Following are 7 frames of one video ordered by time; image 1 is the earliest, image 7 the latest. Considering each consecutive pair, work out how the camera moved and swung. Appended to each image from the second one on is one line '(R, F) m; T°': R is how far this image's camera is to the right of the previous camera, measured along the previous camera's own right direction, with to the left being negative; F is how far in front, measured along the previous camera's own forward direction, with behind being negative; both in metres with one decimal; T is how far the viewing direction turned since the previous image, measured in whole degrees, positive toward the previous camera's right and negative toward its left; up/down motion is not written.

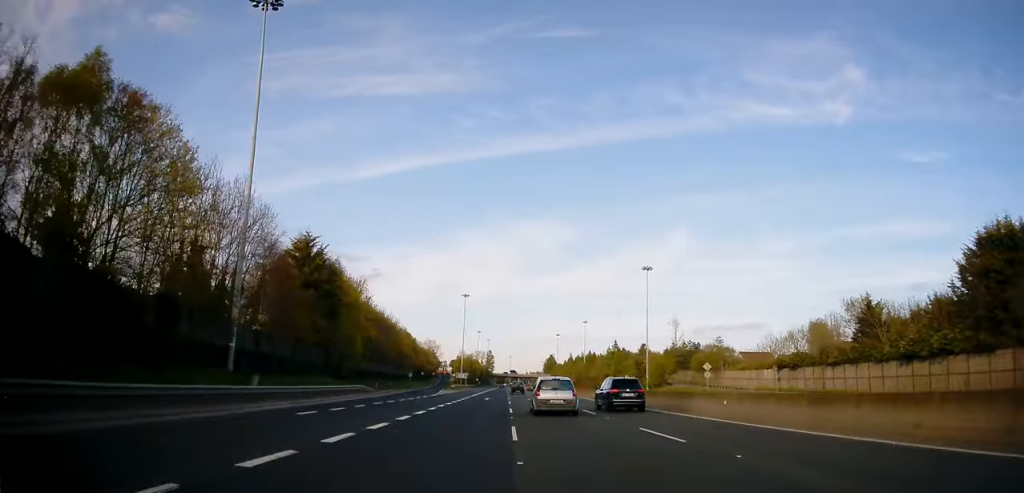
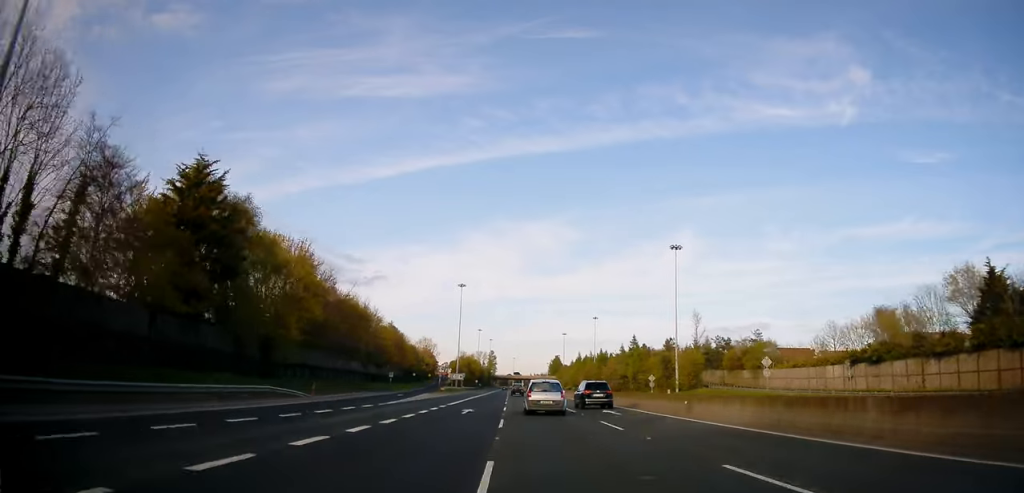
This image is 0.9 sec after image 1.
(0.0, +20.3) m; -1°
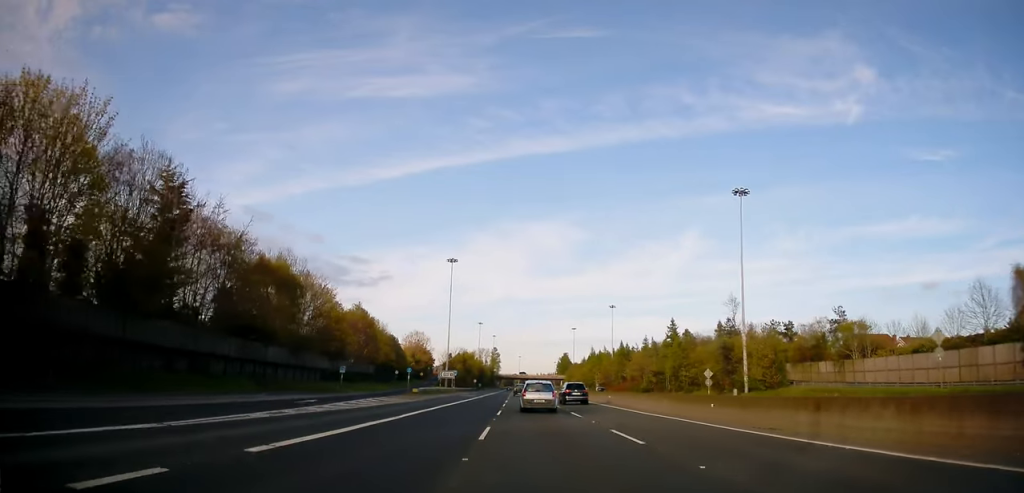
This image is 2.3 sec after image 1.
(-0.5, +30.4) m; -2°
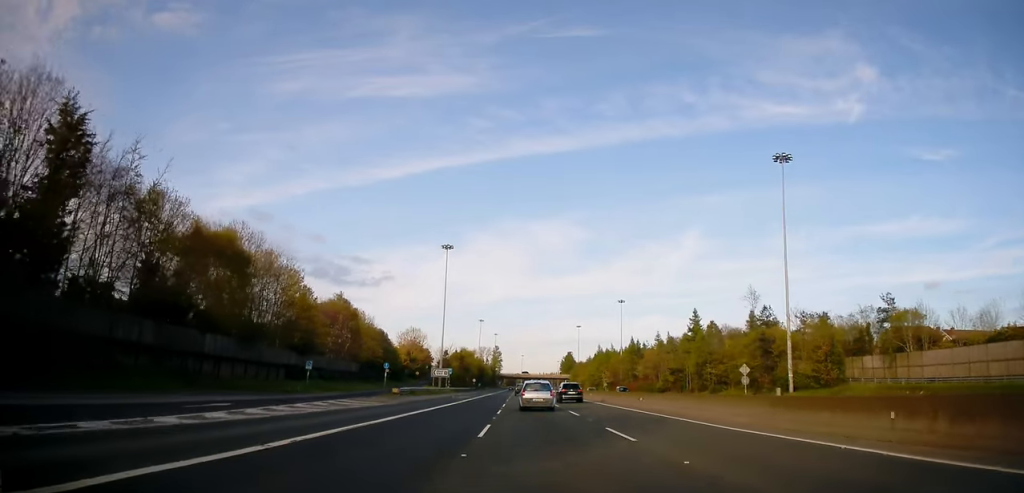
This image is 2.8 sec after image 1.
(0.0, +11.9) m; 0°
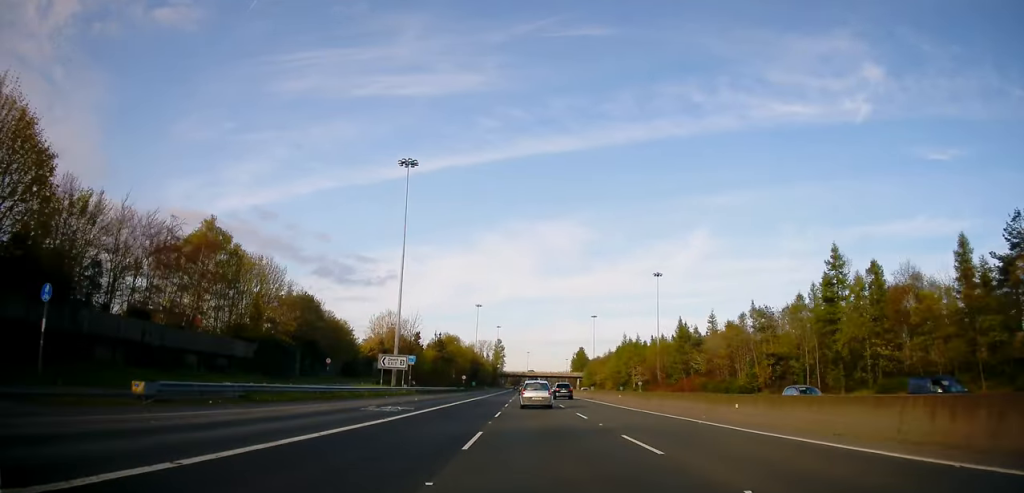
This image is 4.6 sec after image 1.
(+0.1, +41.2) m; 0°
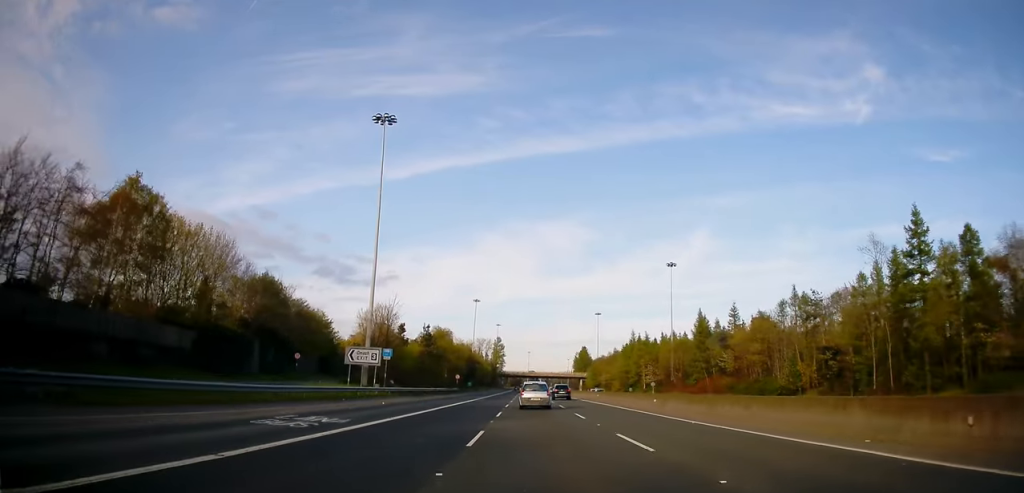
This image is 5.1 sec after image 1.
(+0.1, +12.4) m; 0°
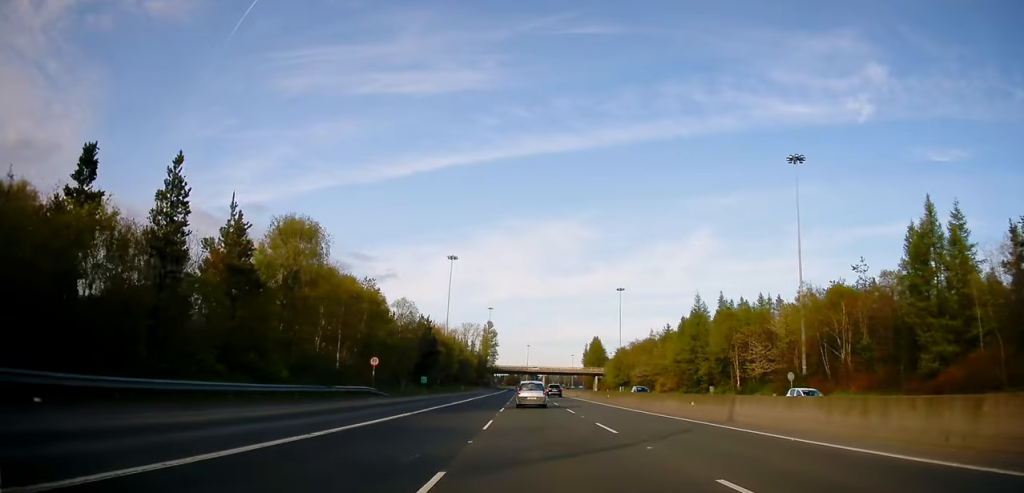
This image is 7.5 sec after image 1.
(+0.2, +59.7) m; +1°
